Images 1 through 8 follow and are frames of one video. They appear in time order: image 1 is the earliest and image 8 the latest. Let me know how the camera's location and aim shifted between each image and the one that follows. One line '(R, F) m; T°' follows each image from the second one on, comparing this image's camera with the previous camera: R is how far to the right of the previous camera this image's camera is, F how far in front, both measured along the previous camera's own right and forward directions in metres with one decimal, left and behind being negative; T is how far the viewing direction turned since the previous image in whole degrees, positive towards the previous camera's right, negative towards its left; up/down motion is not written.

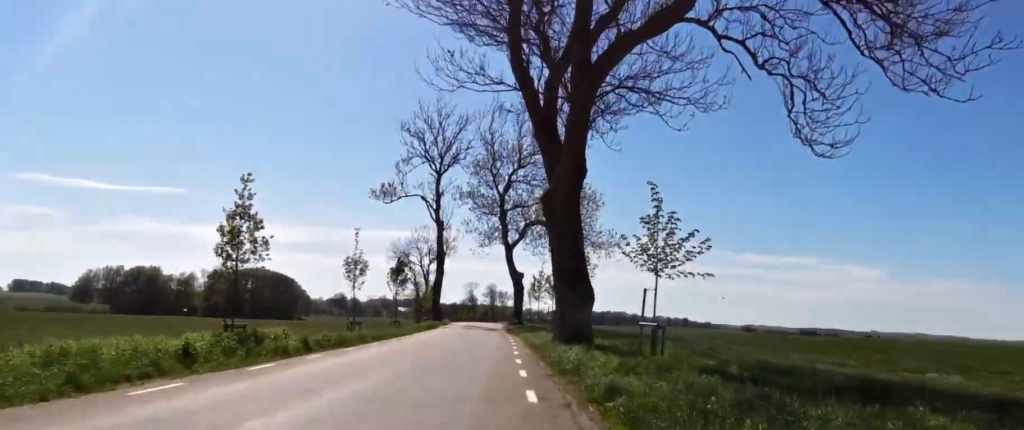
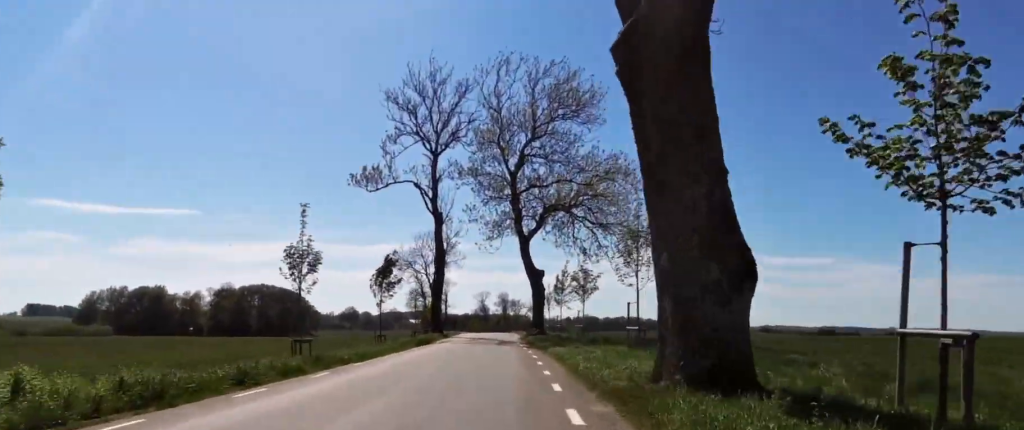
(0.0, +10.3) m; +5°
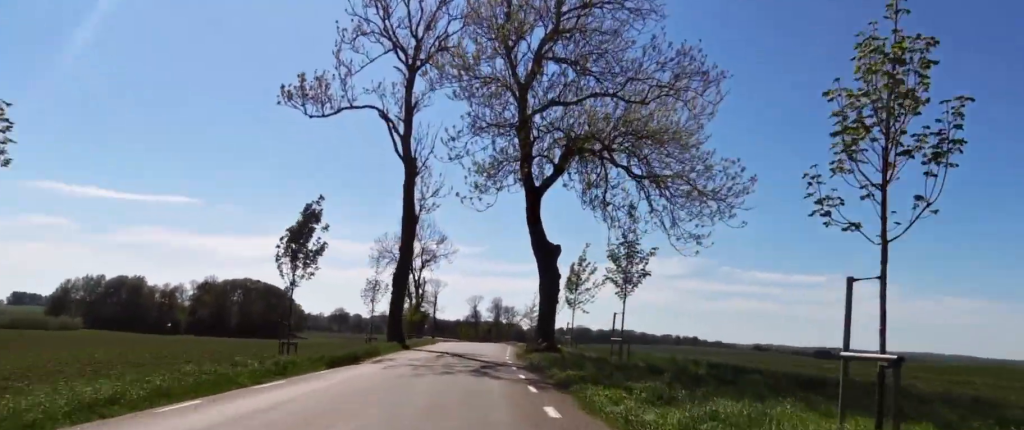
(+1.6, +13.3) m; +4°
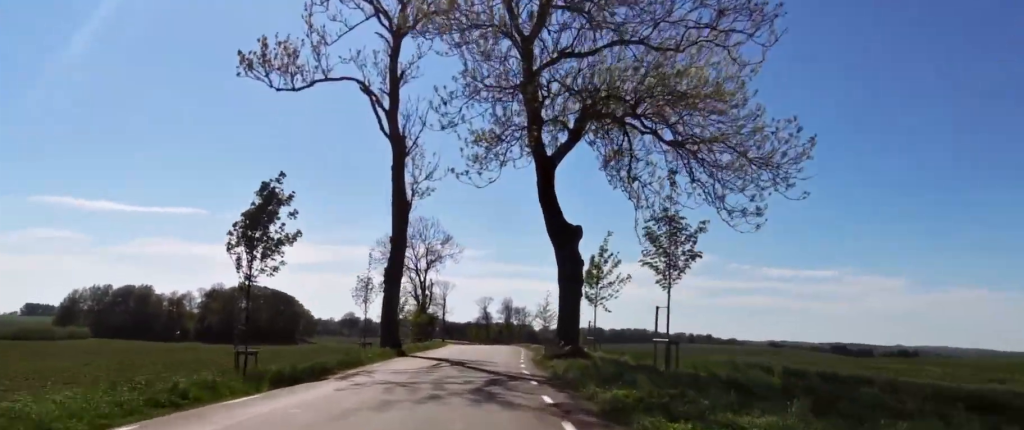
(-0.3, +4.4) m; -3°
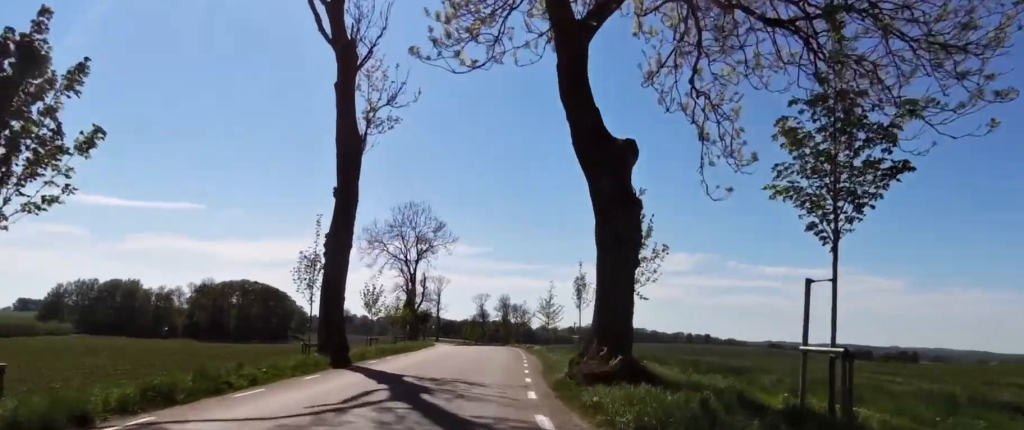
(-1.0, +8.4) m; -6°
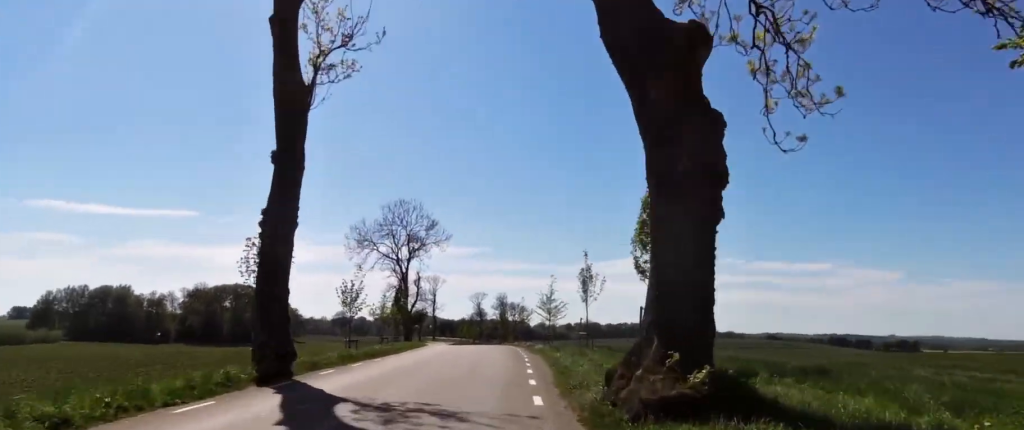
(+0.1, +4.4) m; 0°
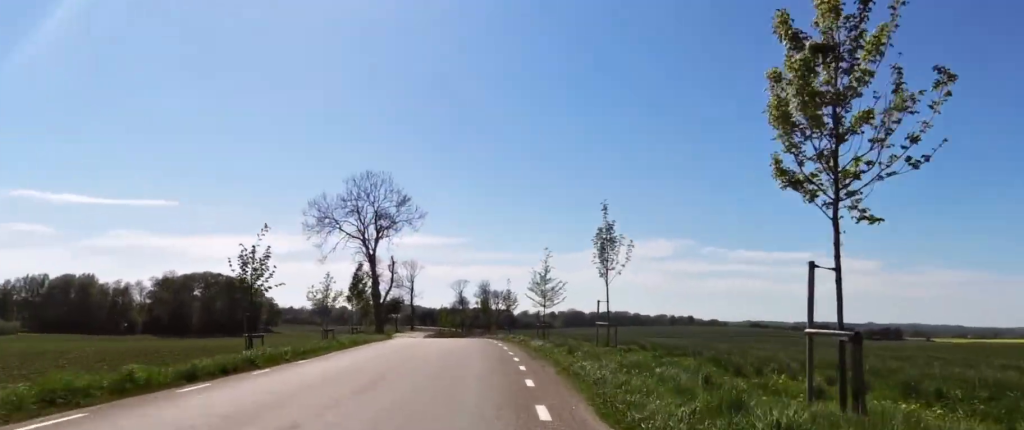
(-0.1, +10.8) m; +5°
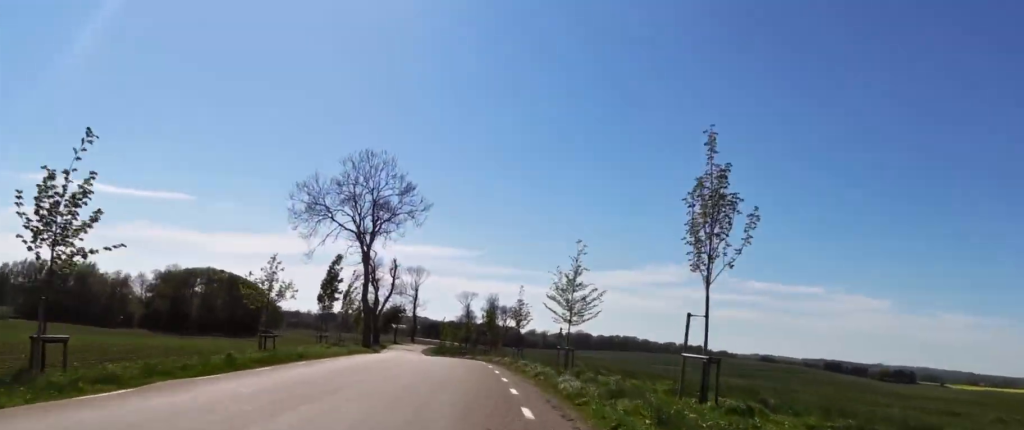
(+1.0, +9.7) m; +3°
